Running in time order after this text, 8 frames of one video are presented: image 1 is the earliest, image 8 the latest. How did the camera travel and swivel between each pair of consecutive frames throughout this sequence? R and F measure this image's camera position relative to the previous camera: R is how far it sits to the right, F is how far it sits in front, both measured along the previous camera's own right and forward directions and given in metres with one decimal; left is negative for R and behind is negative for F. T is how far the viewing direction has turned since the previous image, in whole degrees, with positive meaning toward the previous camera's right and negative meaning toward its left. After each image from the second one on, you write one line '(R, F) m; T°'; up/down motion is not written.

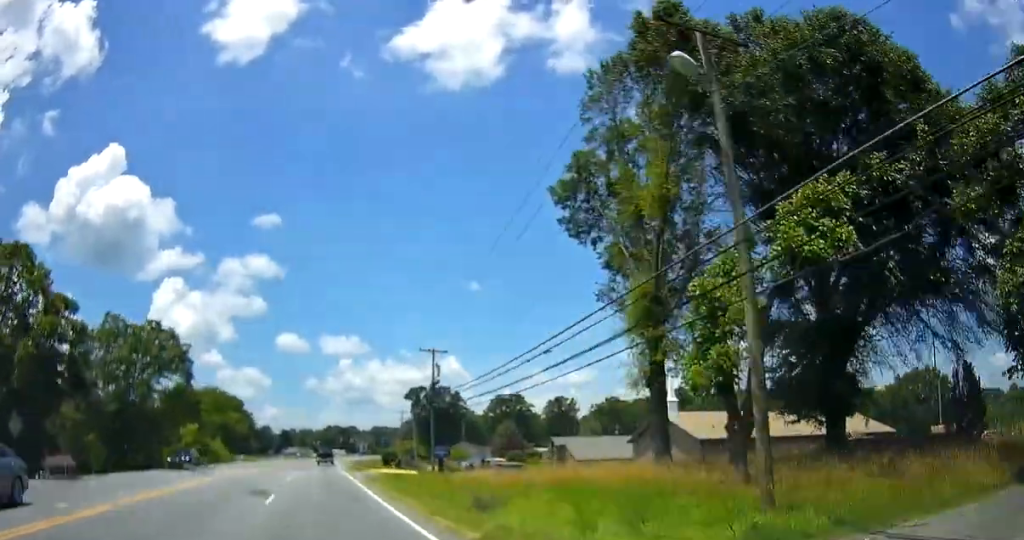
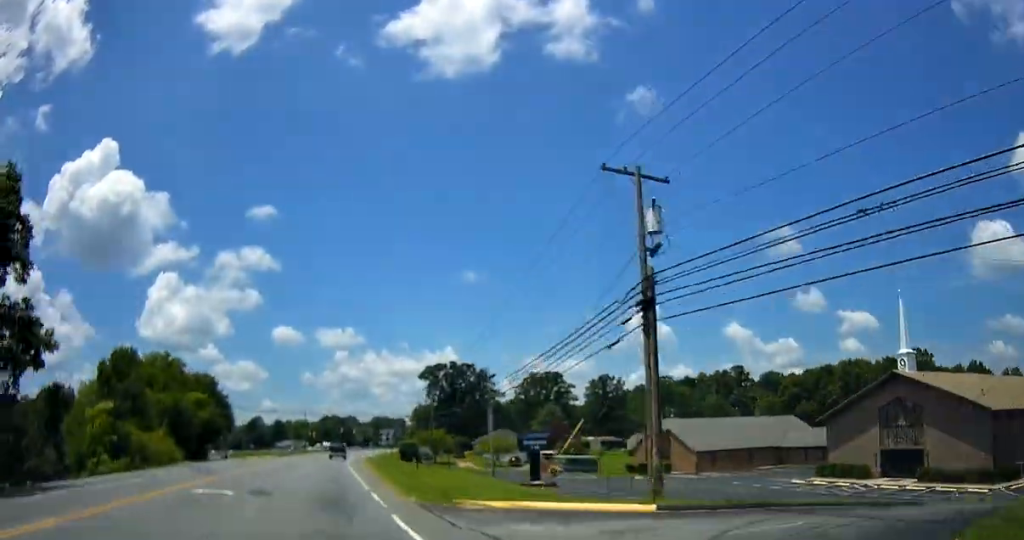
(0.0, +34.7) m; +1°
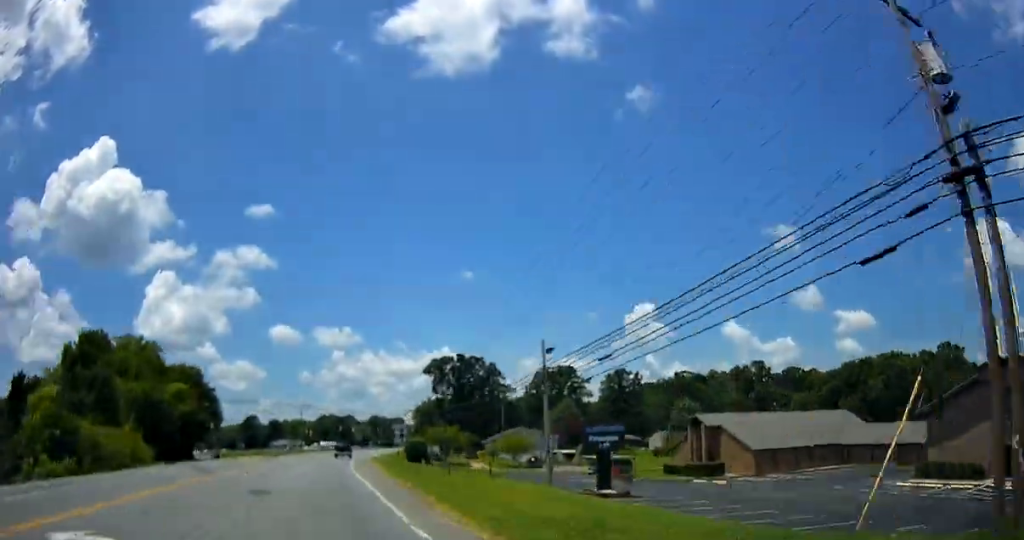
(+0.1, +11.3) m; 0°
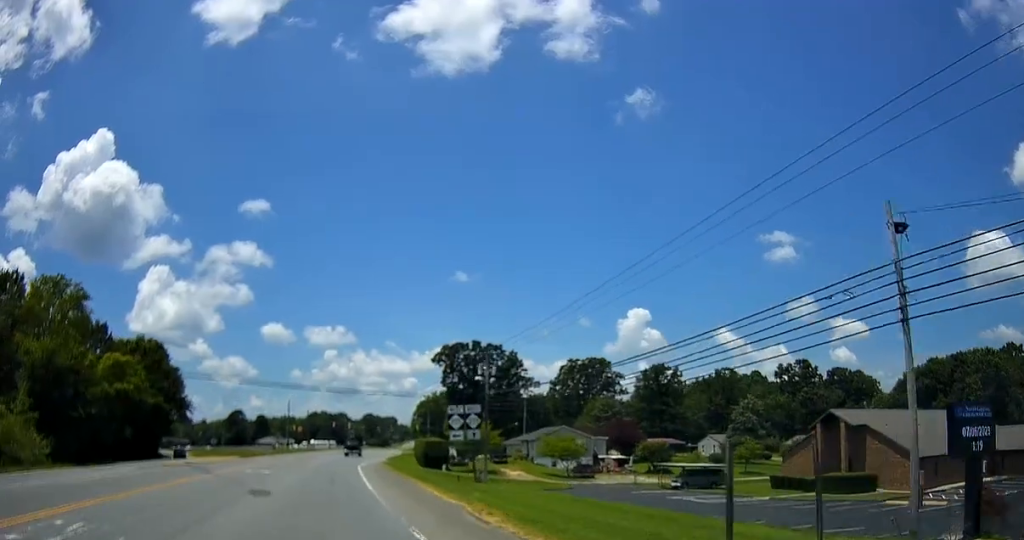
(0.0, +22.7) m; -1°
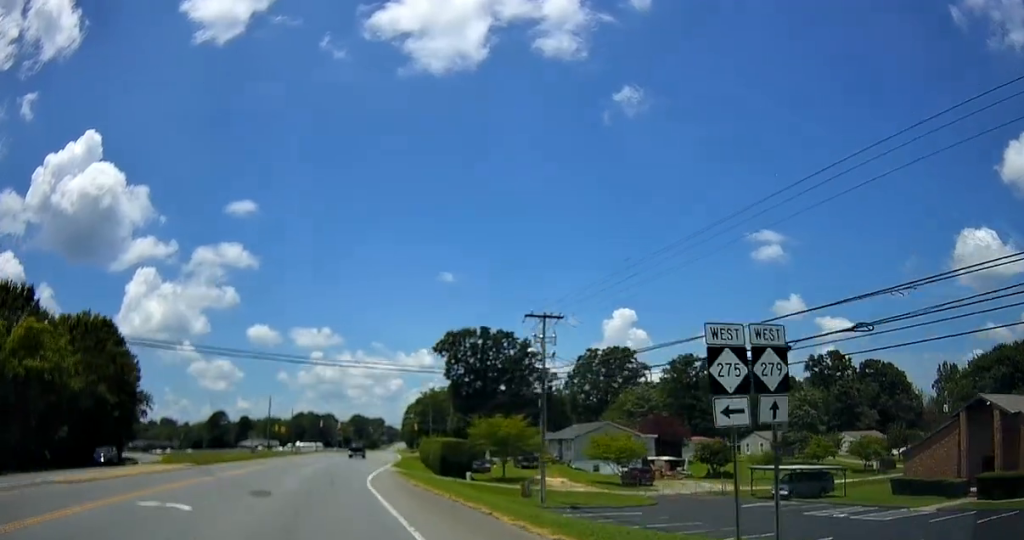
(-0.2, +17.3) m; 0°
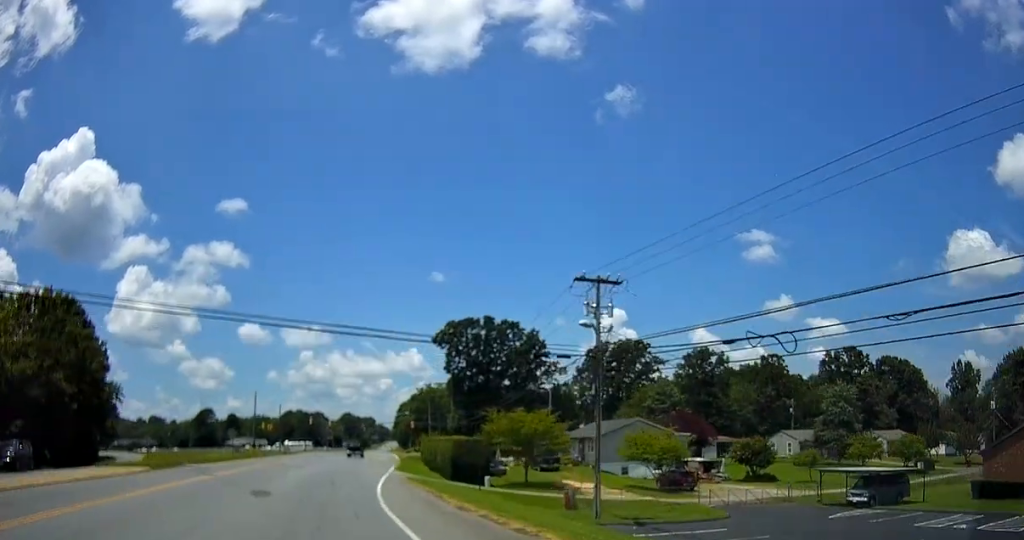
(-0.4, +9.3) m; +1°
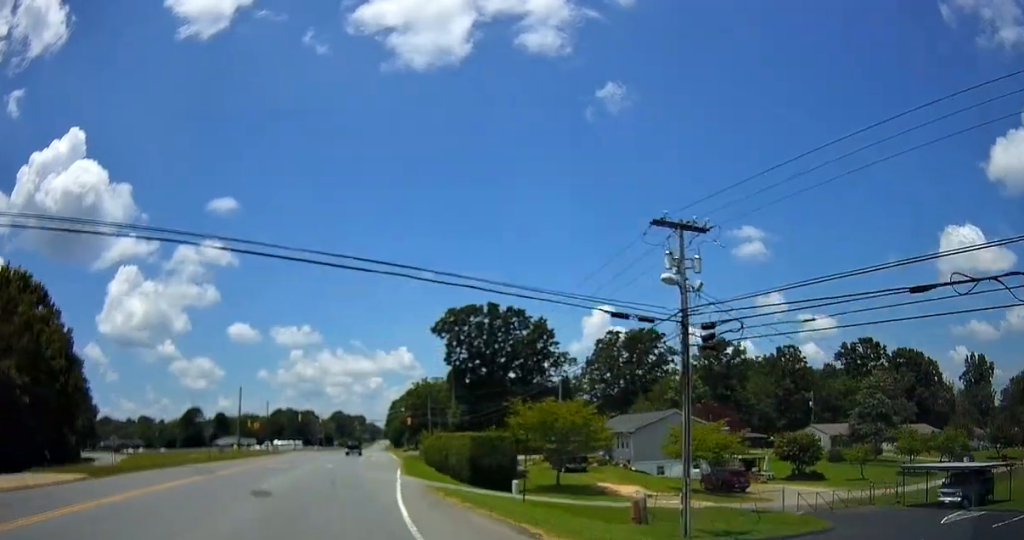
(+0.2, +8.6) m; +1°
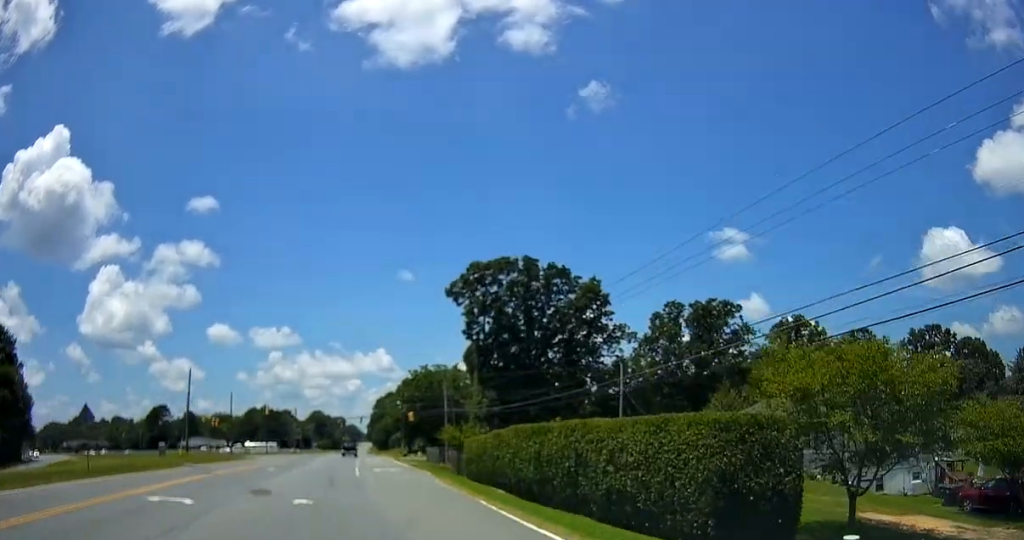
(+1.1, +26.3) m; +3°
